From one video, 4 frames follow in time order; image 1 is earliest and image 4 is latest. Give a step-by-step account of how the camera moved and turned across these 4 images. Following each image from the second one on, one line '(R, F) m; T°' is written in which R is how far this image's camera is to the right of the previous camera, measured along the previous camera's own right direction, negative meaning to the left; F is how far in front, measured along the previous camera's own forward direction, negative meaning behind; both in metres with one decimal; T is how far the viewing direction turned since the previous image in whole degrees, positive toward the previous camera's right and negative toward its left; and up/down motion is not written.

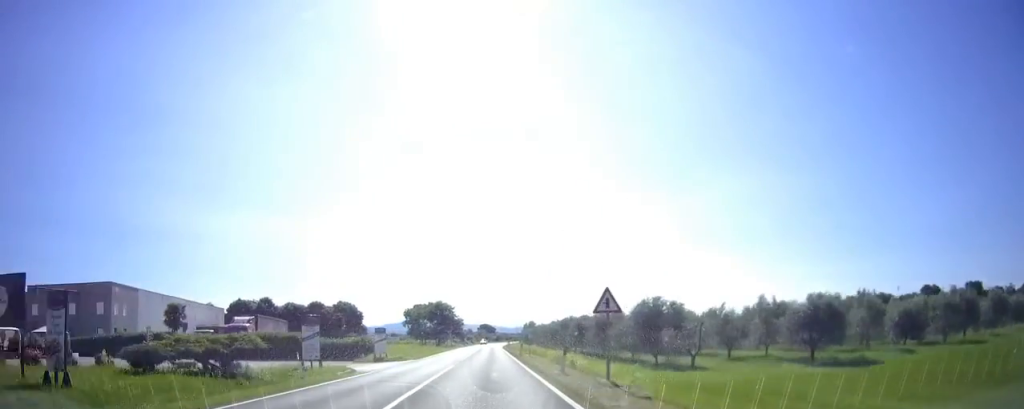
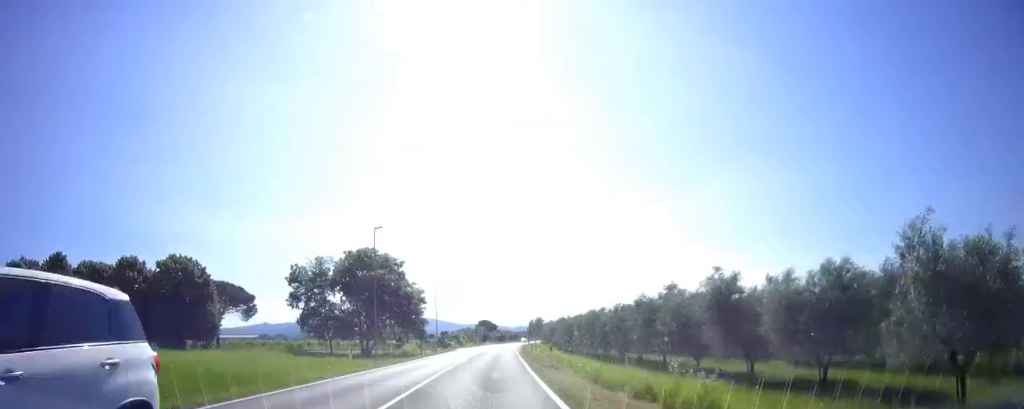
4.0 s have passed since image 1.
(-0.2, +74.1) m; 0°
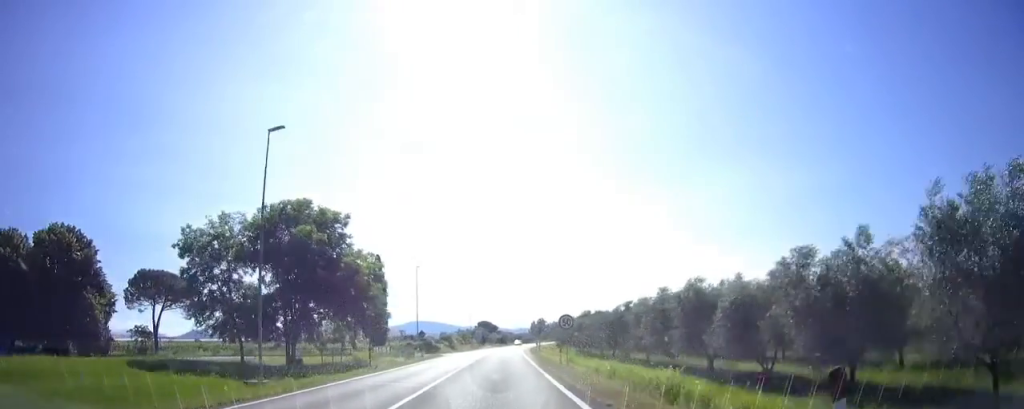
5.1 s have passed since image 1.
(+0.2, +21.4) m; +2°
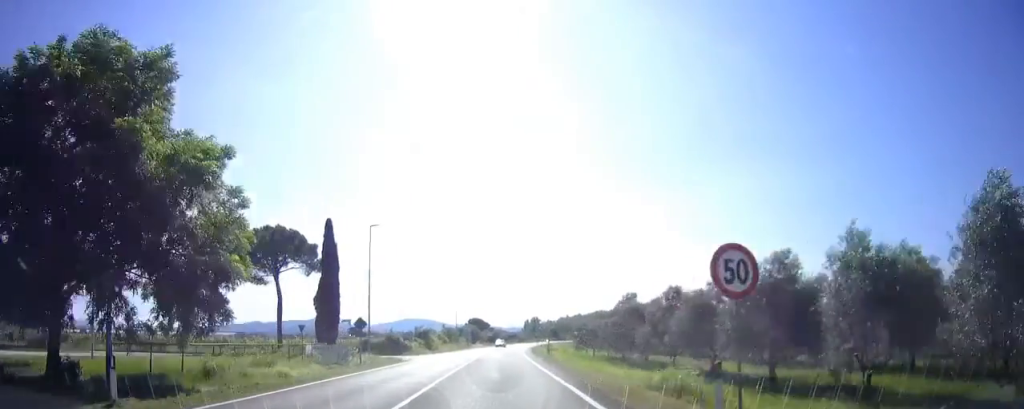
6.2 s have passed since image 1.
(+0.3, +20.2) m; +1°
